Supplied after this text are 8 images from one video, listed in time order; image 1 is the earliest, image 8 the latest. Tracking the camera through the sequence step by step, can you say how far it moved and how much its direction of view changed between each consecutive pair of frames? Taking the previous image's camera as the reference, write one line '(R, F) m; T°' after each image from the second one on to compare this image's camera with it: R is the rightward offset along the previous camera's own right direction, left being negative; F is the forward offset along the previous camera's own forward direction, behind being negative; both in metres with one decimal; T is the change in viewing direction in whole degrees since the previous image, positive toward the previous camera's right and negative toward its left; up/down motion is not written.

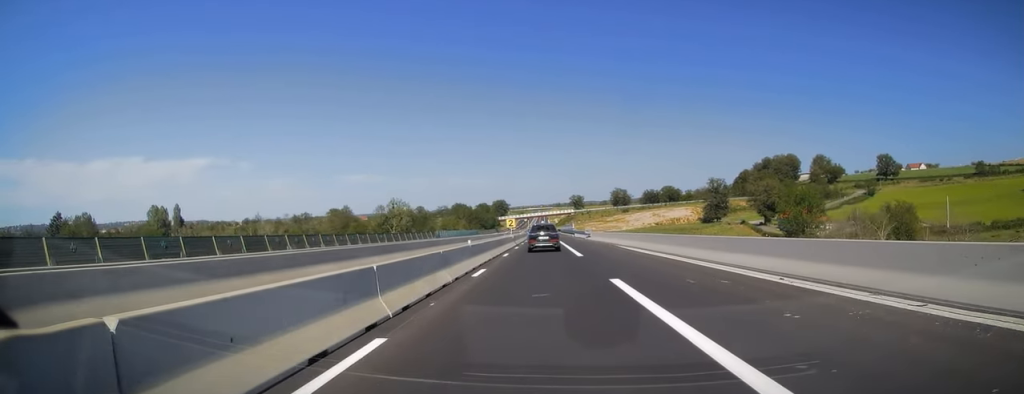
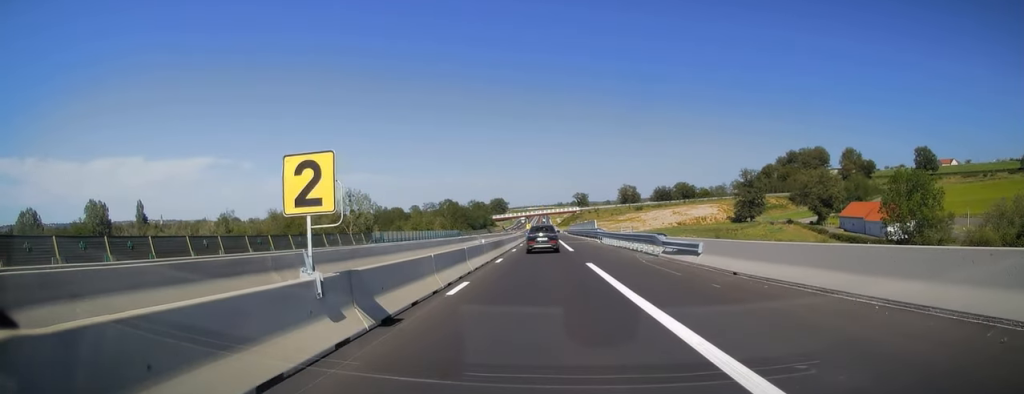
(+0.5, +43.2) m; +1°
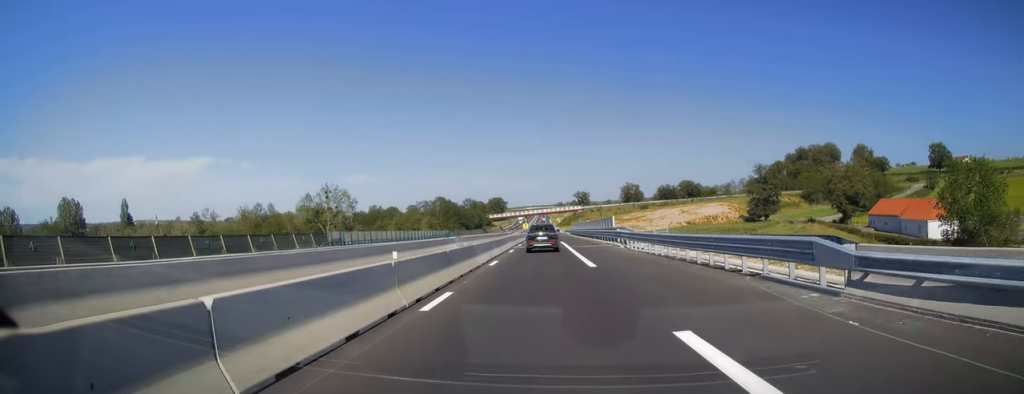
(0.0, +15.6) m; 0°
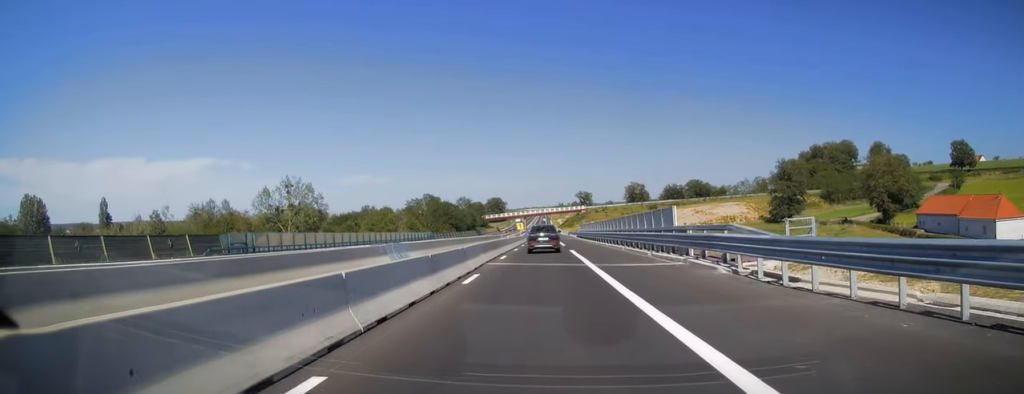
(0.0, +20.7) m; -1°
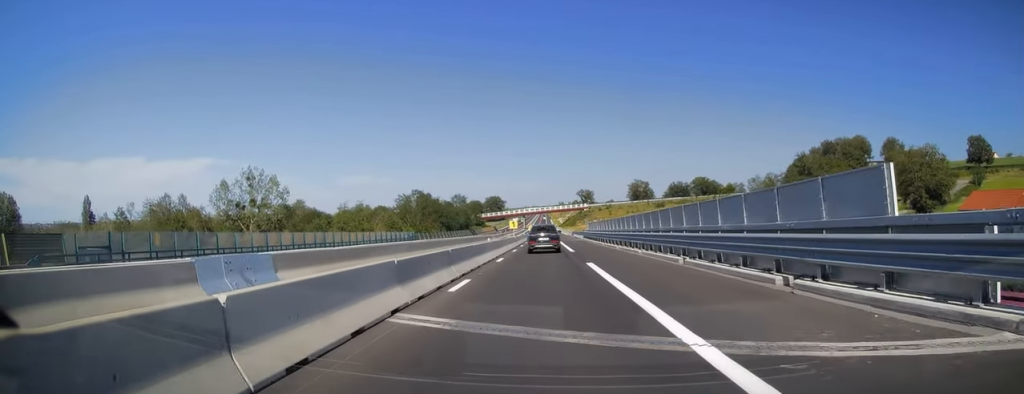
(-0.1, +15.3) m; 0°
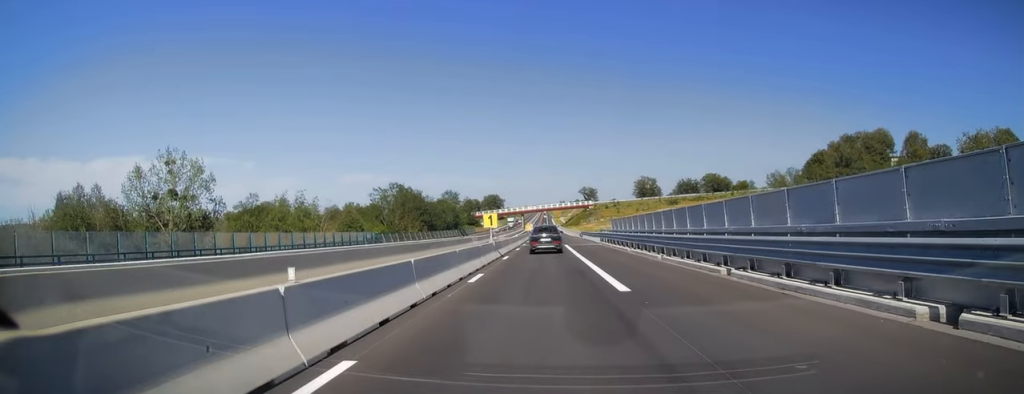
(0.0, +23.0) m; +1°
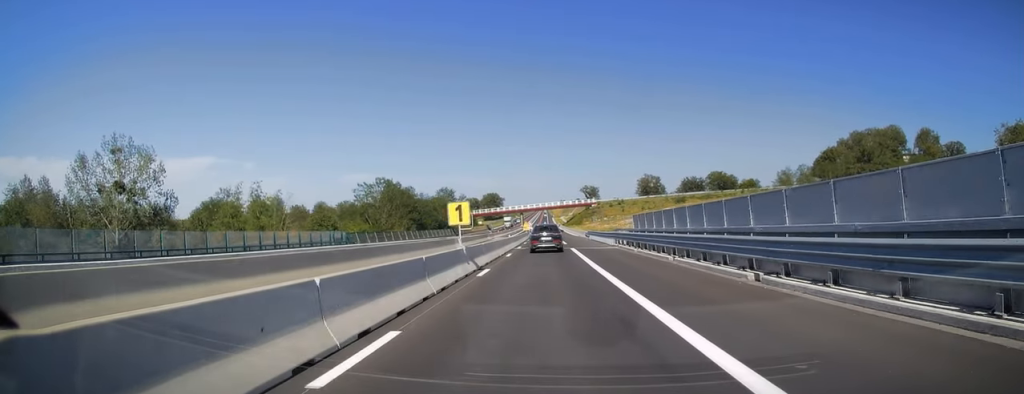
(+0.1, +11.1) m; +1°
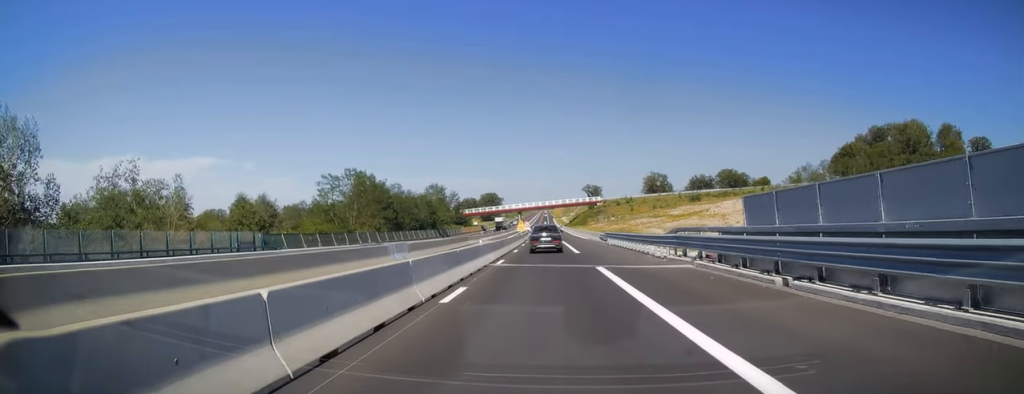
(0.0, +19.5) m; 0°
